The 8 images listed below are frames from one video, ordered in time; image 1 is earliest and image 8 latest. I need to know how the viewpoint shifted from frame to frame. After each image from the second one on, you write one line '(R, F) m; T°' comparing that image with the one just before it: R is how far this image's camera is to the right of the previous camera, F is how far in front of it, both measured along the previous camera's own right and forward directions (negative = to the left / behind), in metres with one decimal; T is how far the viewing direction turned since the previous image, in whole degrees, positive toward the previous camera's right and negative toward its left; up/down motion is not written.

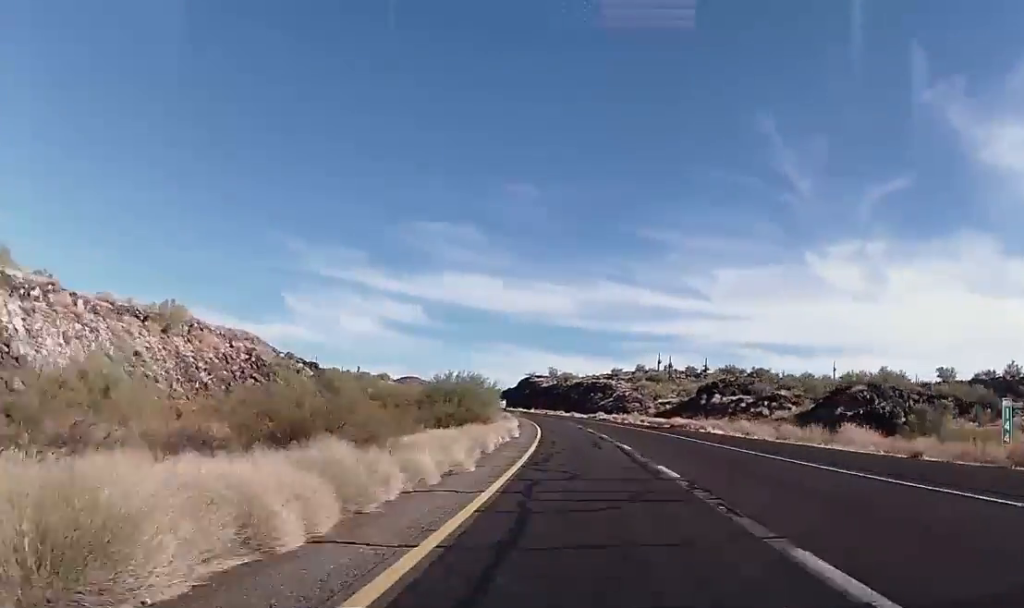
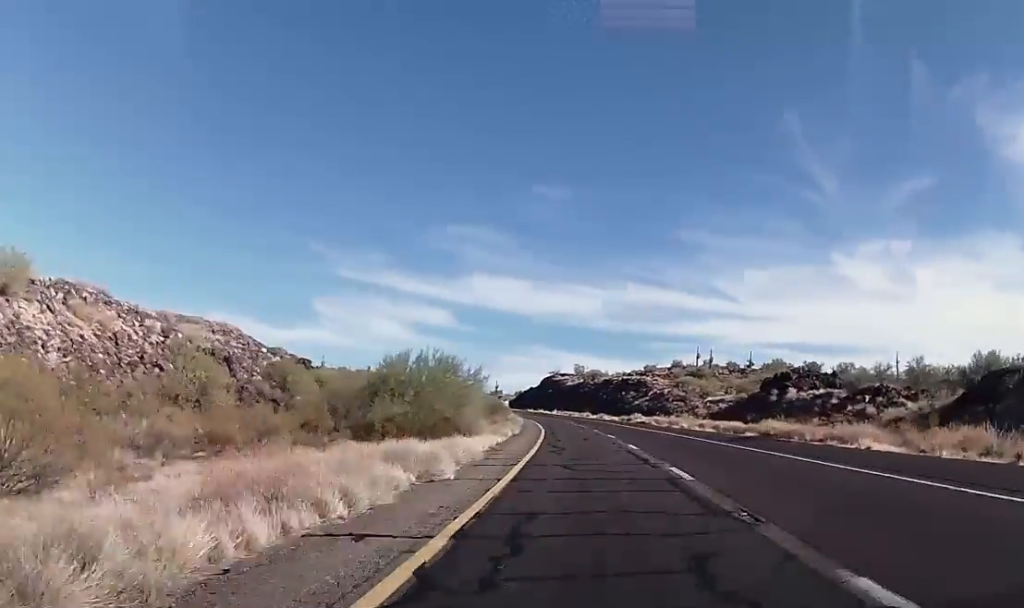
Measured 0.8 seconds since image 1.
(-0.4, +25.5) m; -2°
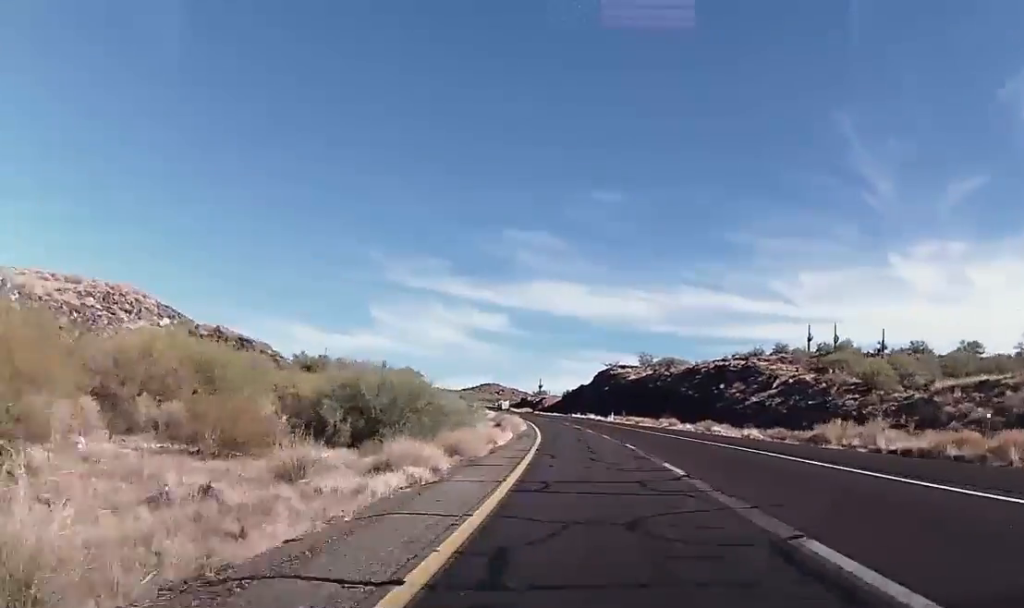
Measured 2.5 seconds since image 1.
(-2.3, +58.6) m; -5°
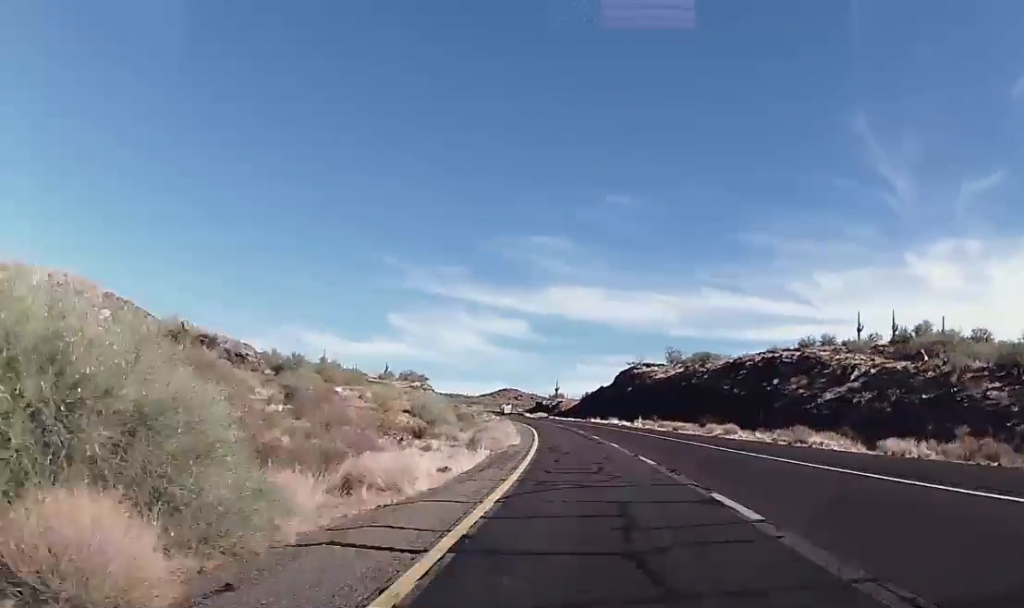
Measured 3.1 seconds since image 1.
(-0.6, +18.7) m; -2°
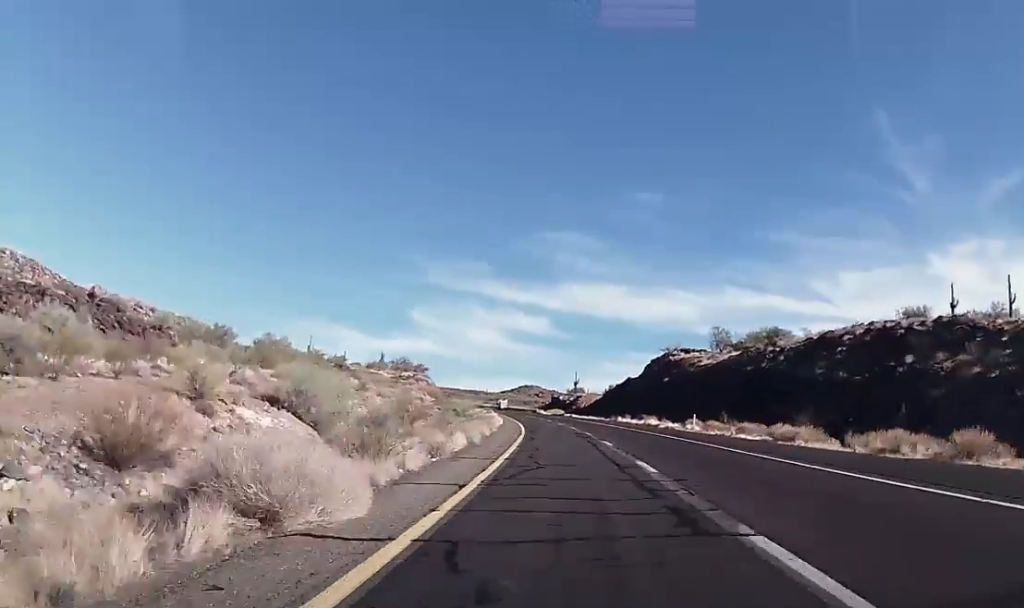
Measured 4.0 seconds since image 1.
(-0.6, +28.7) m; -2°
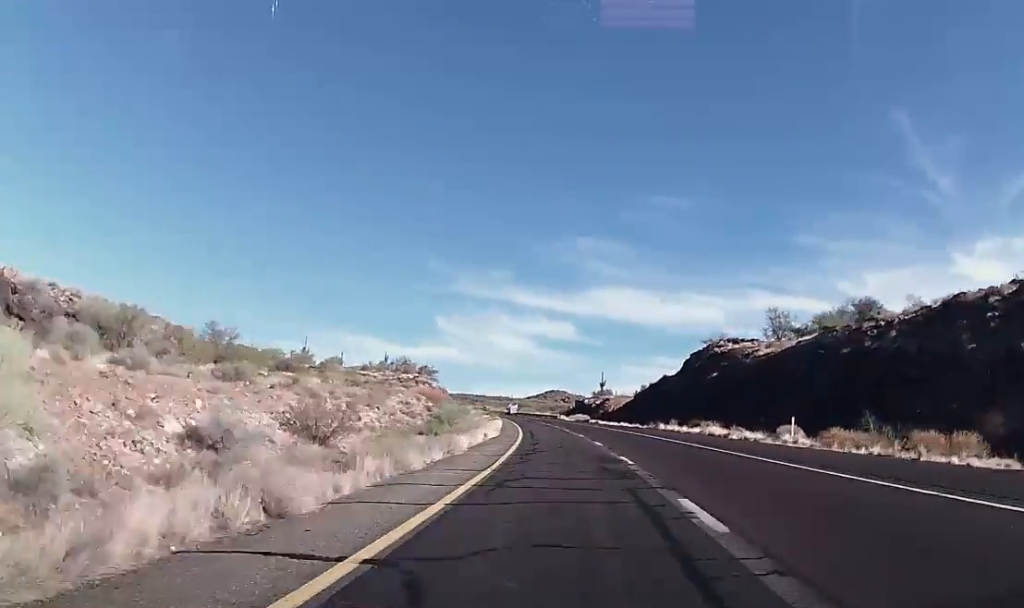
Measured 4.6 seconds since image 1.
(-0.2, +20.9) m; -1°
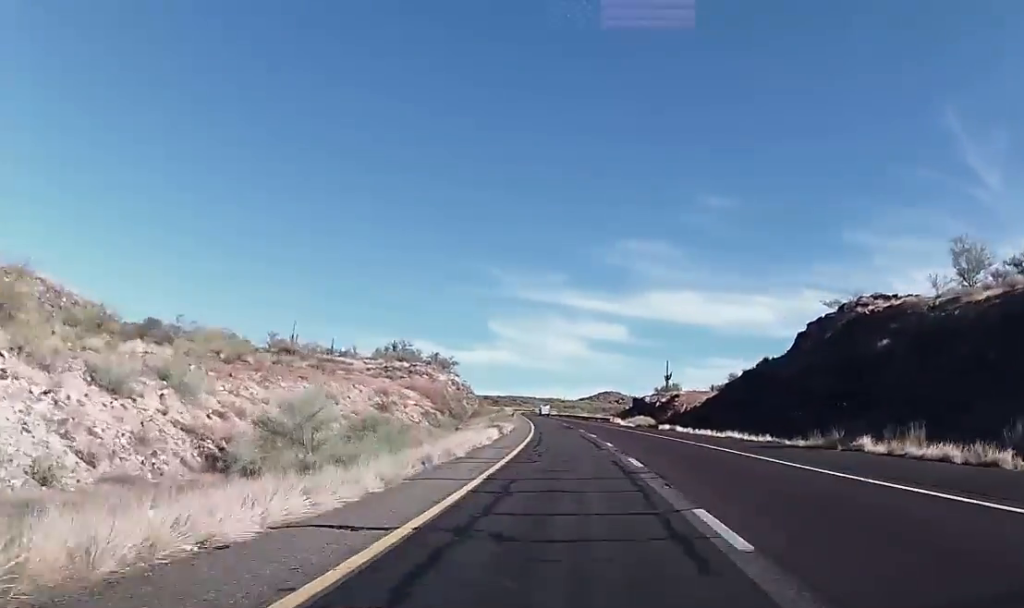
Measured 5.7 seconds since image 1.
(-1.0, +37.4) m; -4°
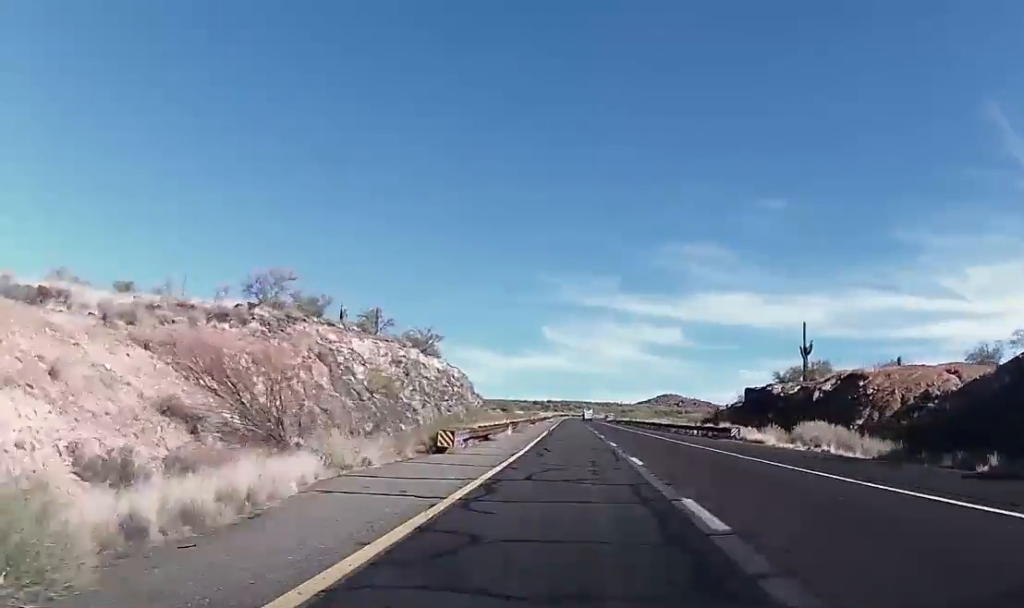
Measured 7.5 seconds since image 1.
(-3.4, +58.2) m; -6°
